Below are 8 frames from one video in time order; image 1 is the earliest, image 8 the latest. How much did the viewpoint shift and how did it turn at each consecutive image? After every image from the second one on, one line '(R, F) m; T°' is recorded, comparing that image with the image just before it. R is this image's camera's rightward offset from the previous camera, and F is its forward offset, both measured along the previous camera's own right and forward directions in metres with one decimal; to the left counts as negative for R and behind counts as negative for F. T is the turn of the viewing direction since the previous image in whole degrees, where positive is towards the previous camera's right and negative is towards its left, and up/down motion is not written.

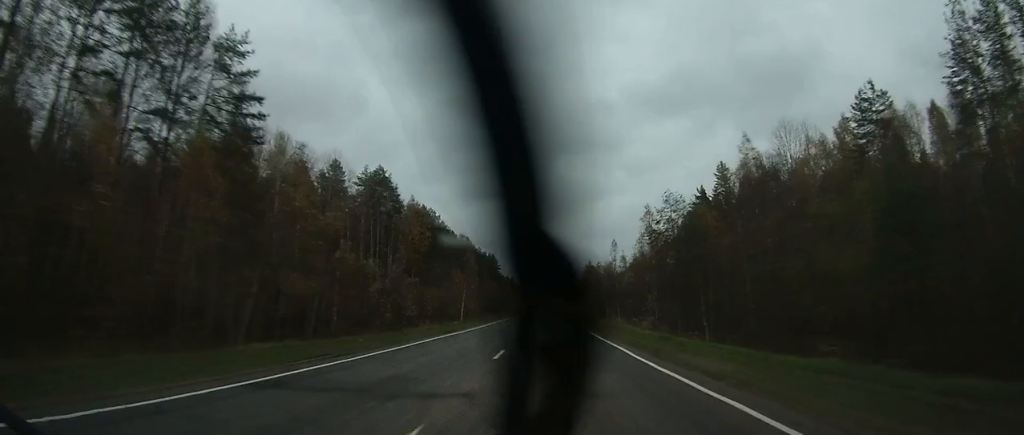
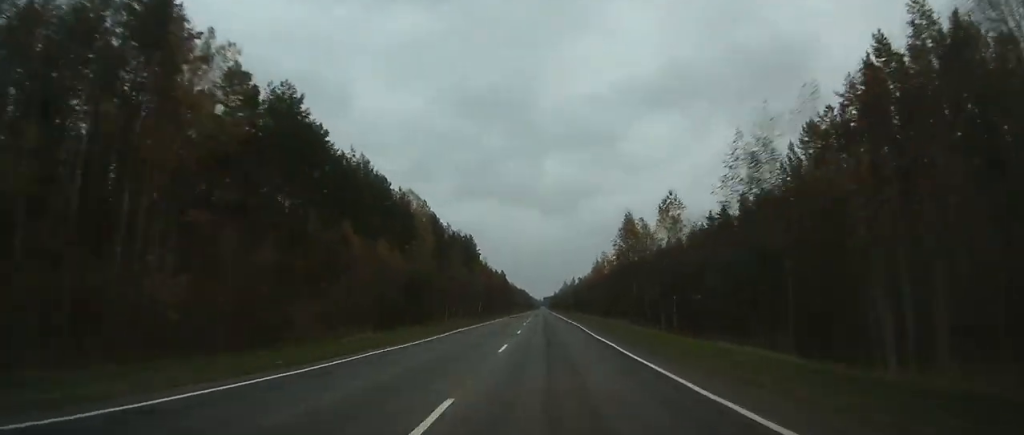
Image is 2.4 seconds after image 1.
(-0.2, +68.6) m; -1°
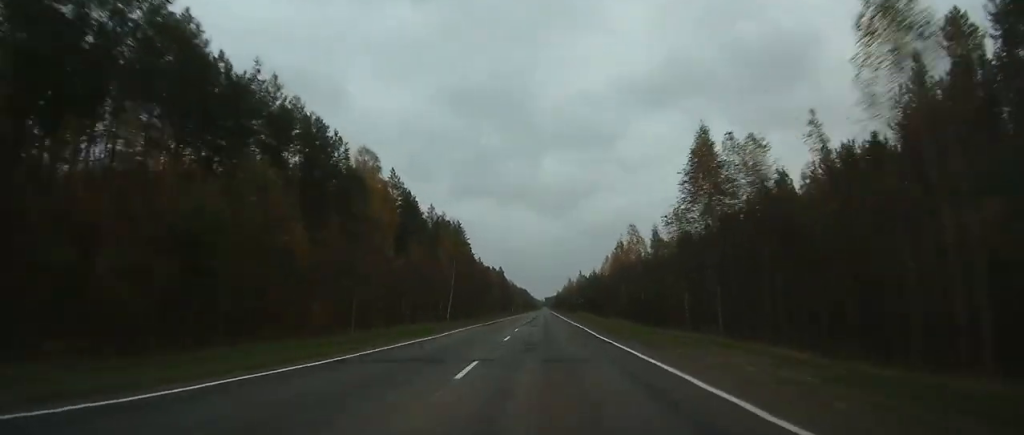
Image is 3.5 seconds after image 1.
(-0.3, +30.2) m; 0°
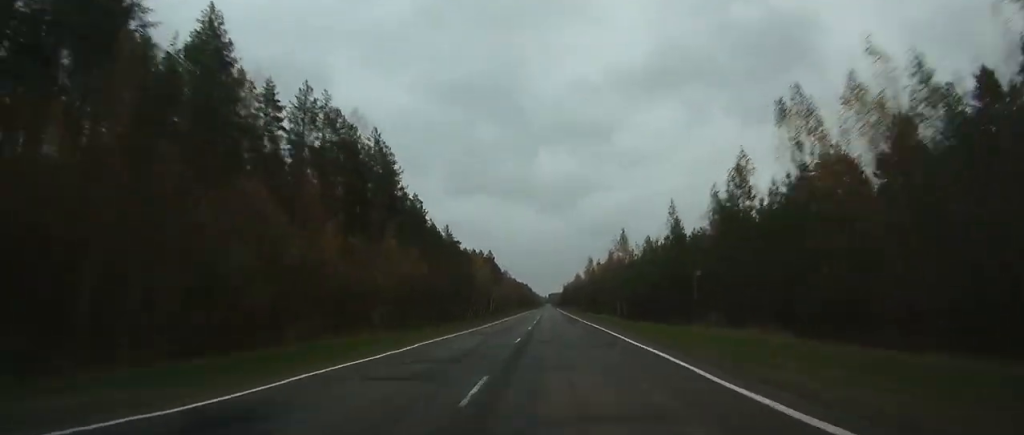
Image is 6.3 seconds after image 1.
(-0.1, +83.7) m; 0°
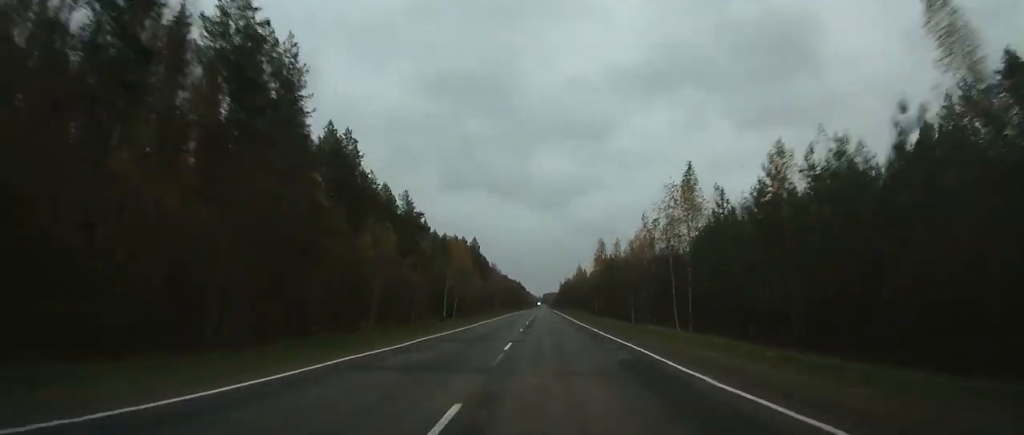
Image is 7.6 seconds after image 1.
(0.0, +40.9) m; 0°
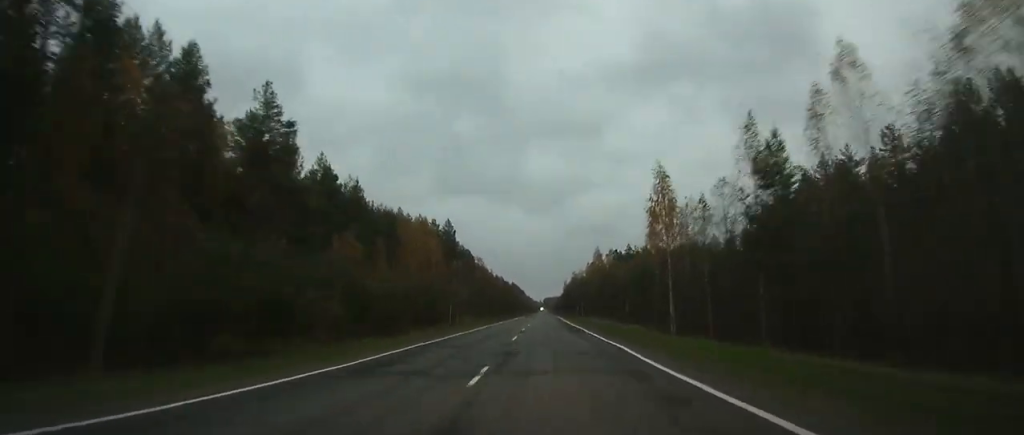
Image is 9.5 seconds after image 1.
(0.0, +55.8) m; 0°
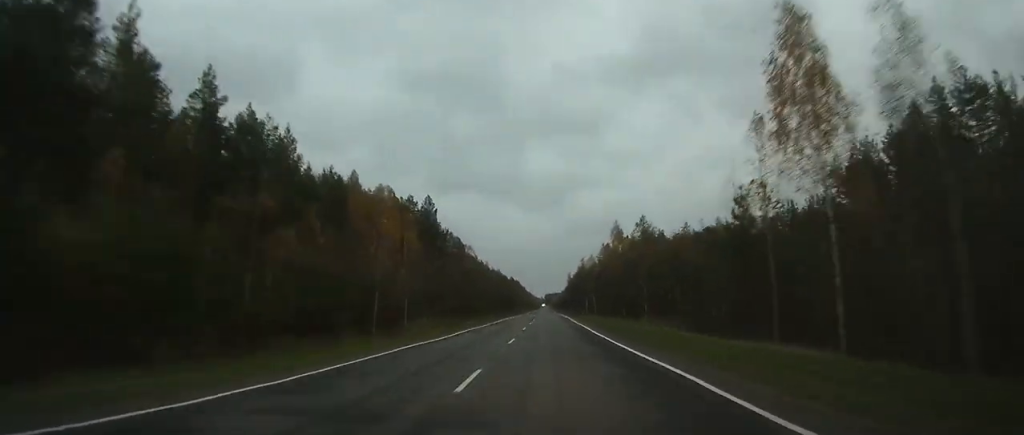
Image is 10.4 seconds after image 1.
(0.0, +27.4) m; 0°
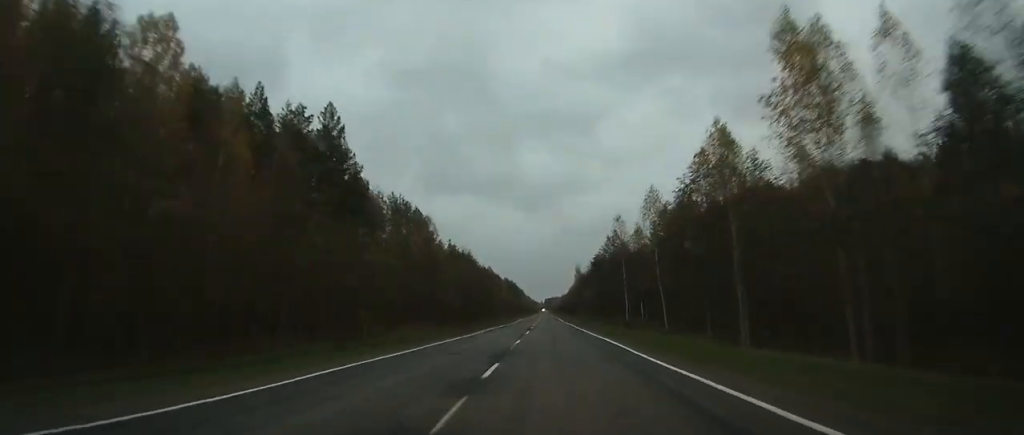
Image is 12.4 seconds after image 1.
(-0.2, +56.3) m; 0°
